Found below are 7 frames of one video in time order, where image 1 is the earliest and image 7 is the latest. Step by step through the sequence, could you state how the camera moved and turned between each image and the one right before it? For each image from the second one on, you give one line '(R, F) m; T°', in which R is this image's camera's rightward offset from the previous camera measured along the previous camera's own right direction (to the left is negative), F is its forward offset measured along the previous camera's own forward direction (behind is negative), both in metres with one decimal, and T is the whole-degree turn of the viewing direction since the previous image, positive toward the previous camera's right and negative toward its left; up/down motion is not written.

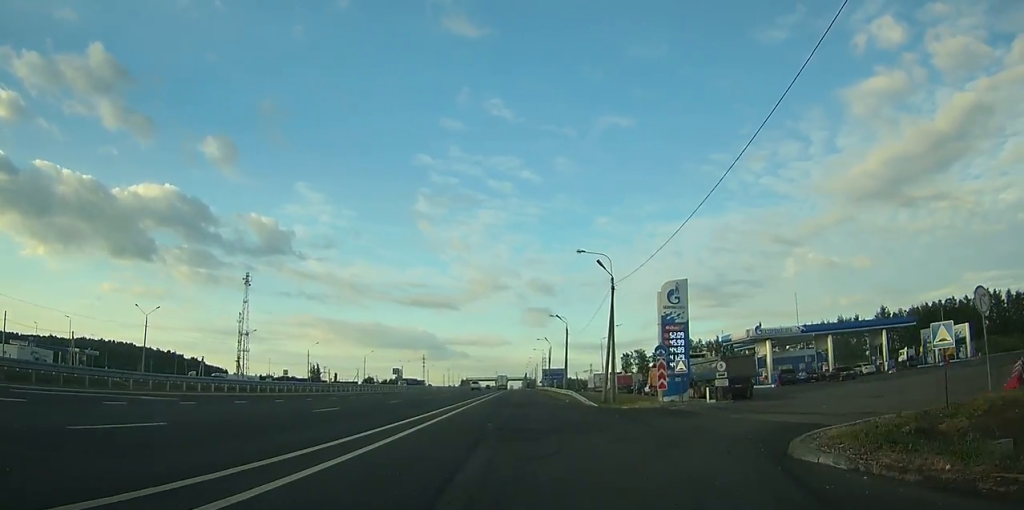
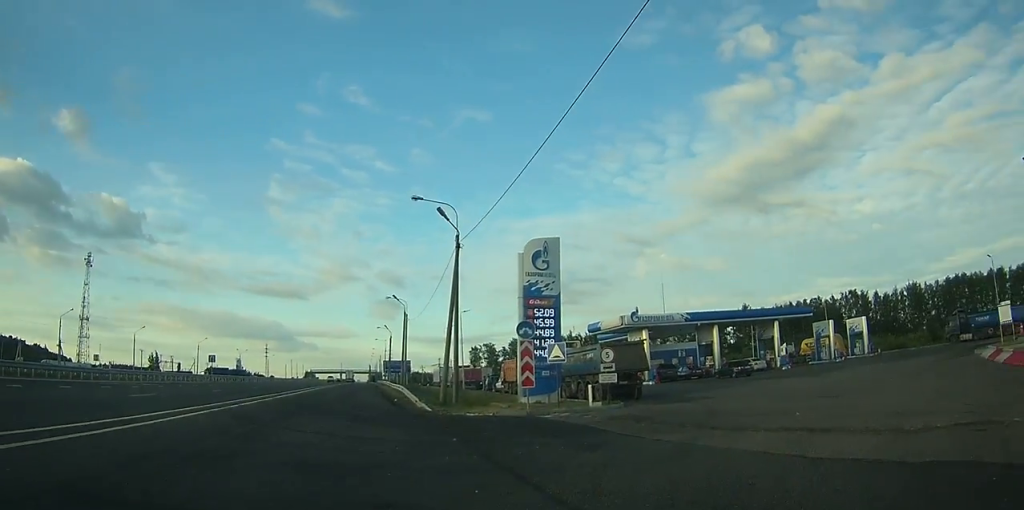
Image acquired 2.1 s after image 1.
(+0.5, +12.9) m; +11°
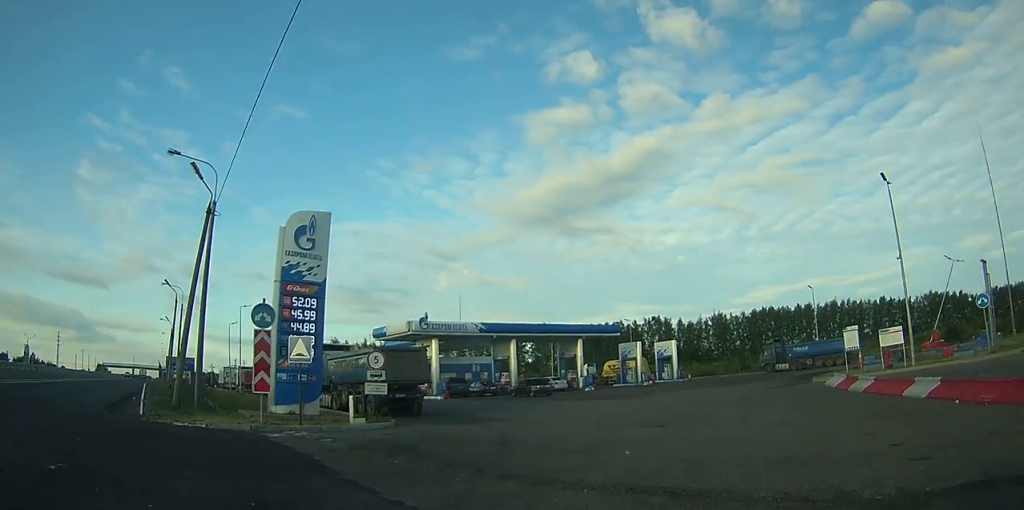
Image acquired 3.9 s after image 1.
(+0.4, +7.6) m; +15°
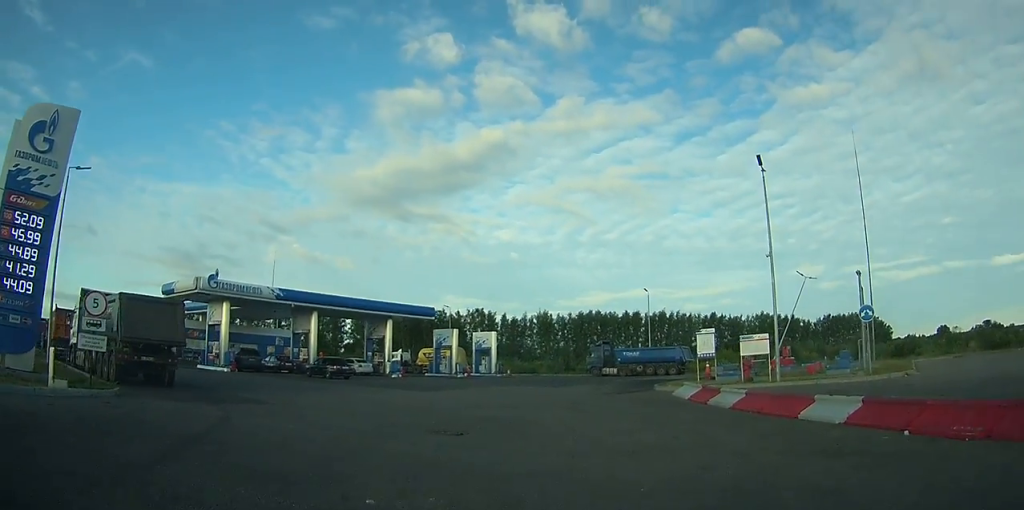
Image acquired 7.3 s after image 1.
(+3.3, +7.6) m; +30°
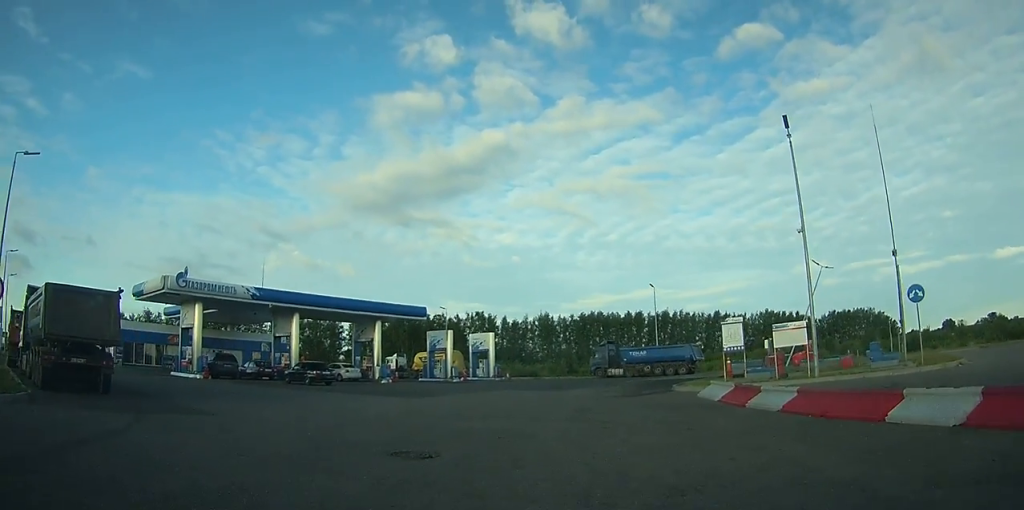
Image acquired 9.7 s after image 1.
(0.0, +3.6) m; -2°
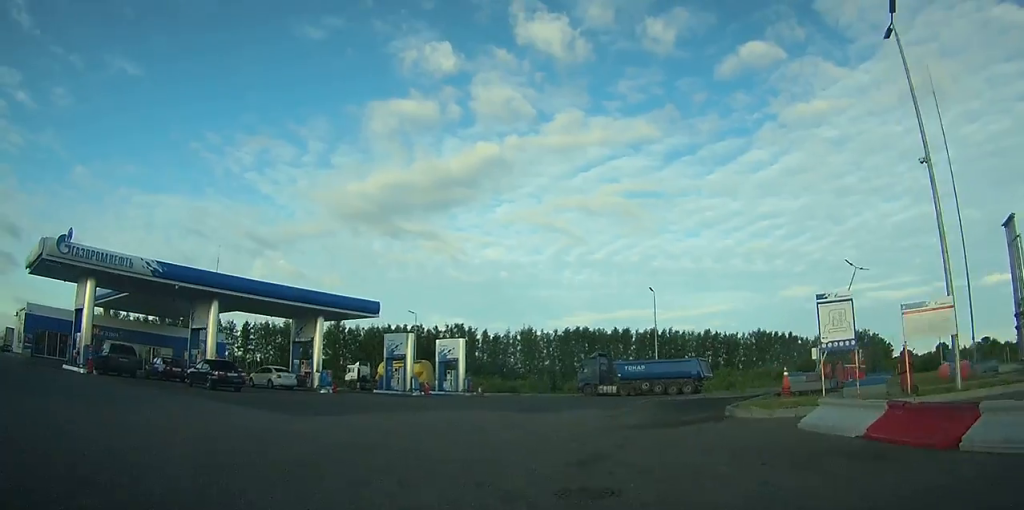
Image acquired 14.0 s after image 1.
(-0.4, +6.1) m; -12°
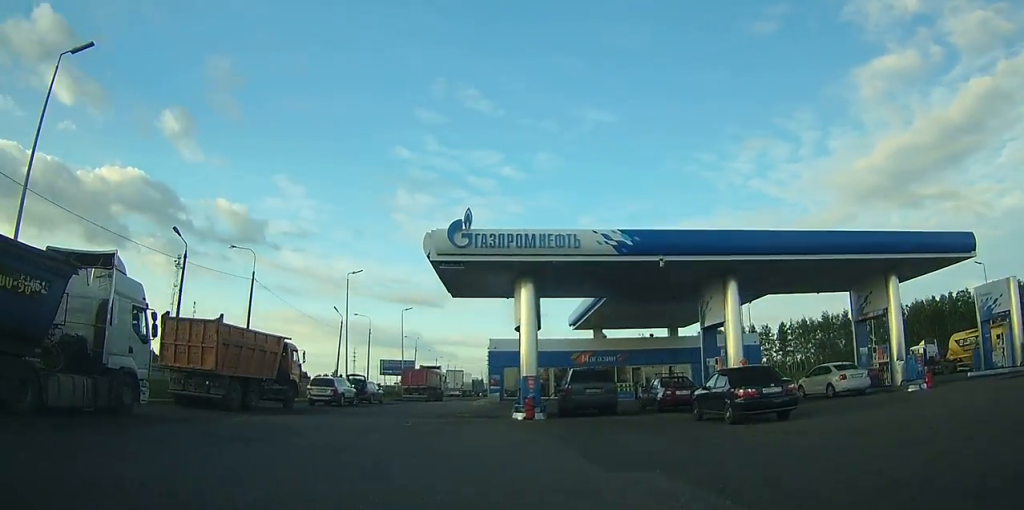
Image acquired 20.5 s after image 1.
(-4.2, +10.5) m; -47°
